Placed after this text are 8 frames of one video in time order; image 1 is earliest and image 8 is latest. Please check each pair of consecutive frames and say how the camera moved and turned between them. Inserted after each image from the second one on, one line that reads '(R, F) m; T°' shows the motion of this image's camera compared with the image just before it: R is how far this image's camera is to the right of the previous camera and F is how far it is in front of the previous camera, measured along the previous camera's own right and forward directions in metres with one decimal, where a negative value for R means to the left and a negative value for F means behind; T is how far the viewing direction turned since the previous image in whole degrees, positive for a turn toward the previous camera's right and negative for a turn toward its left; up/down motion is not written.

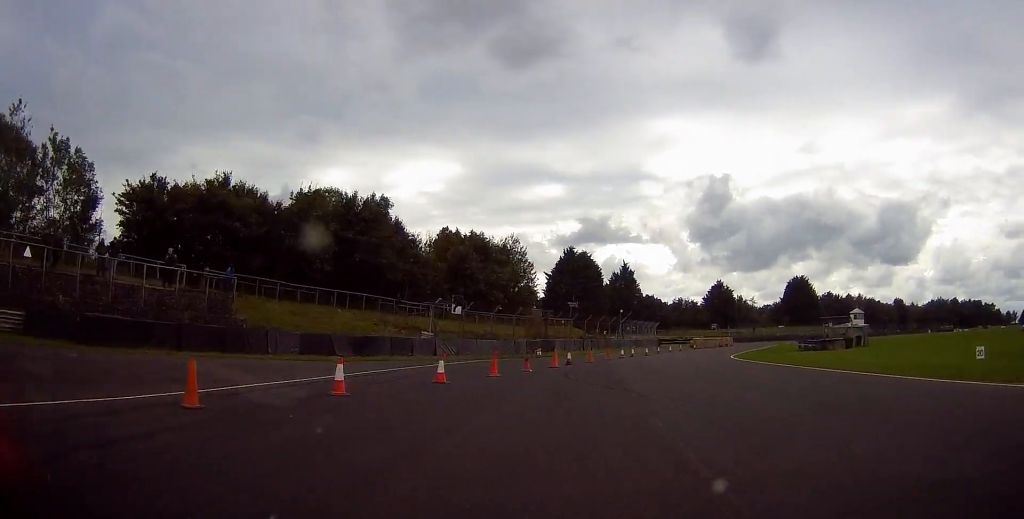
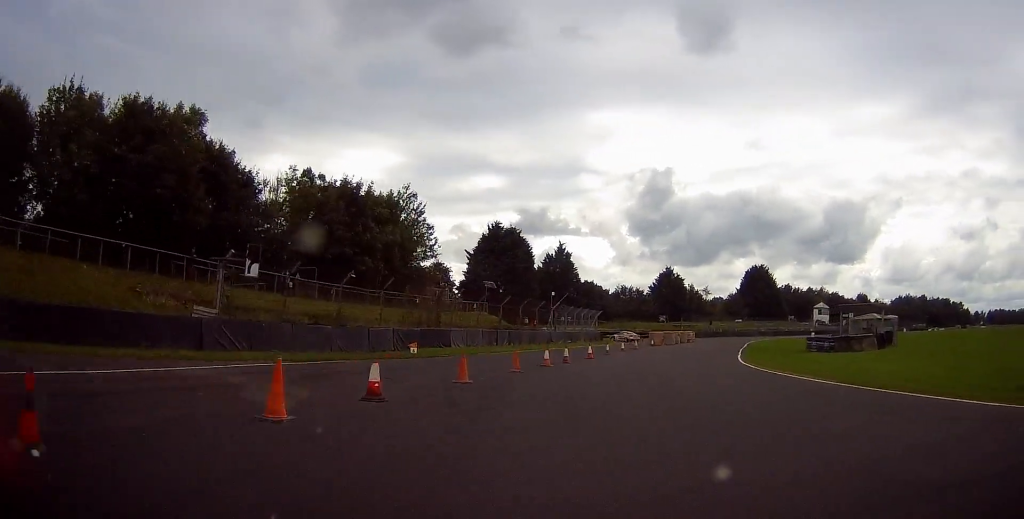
(+0.5, +20.0) m; +4°
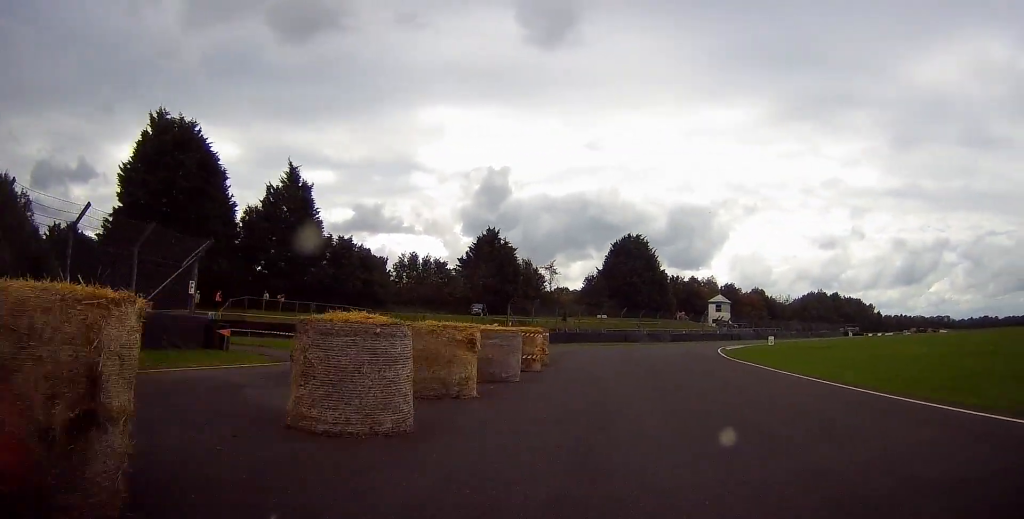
(+7.0, +57.8) m; +15°
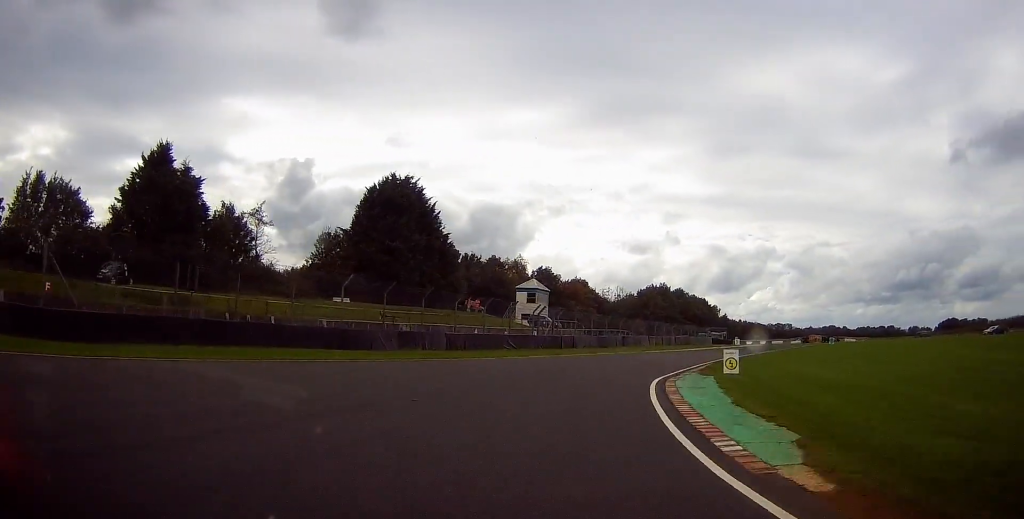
(+4.5, +41.2) m; +15°
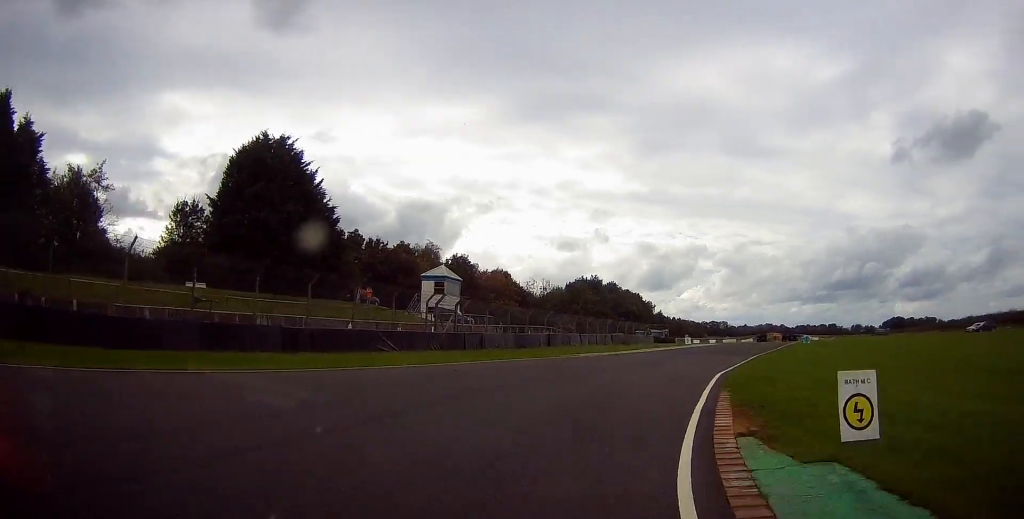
(+1.2, +14.6) m; +6°
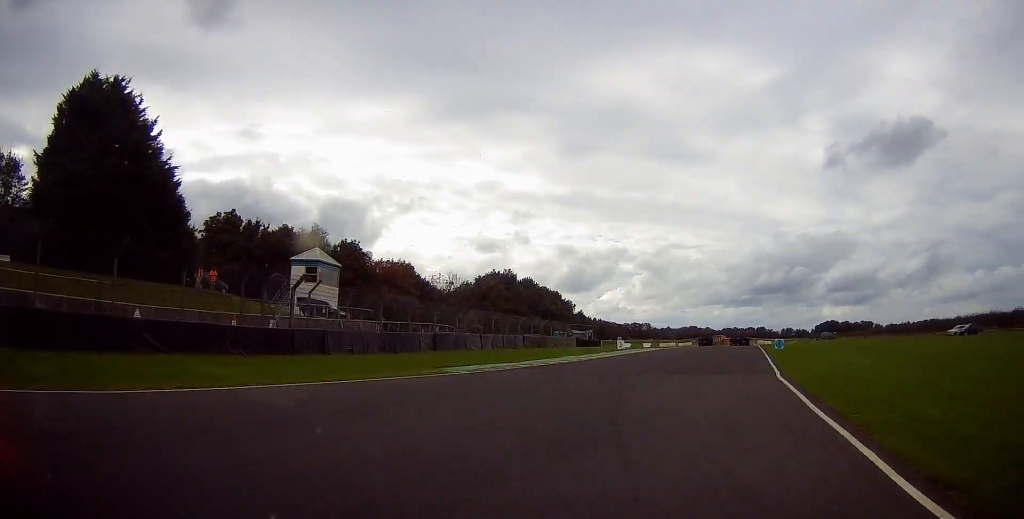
(+0.2, +15.1) m; +6°
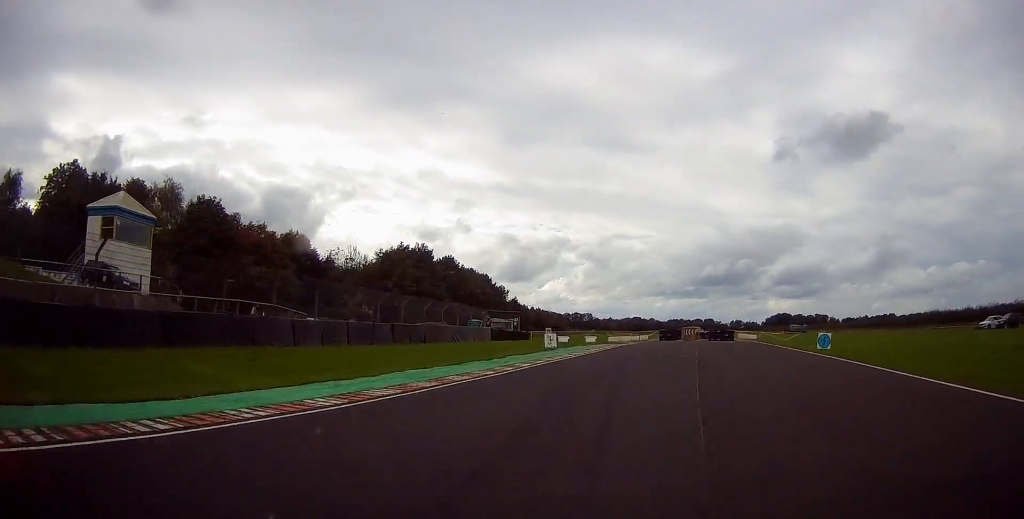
(+2.1, +21.9) m; +7°
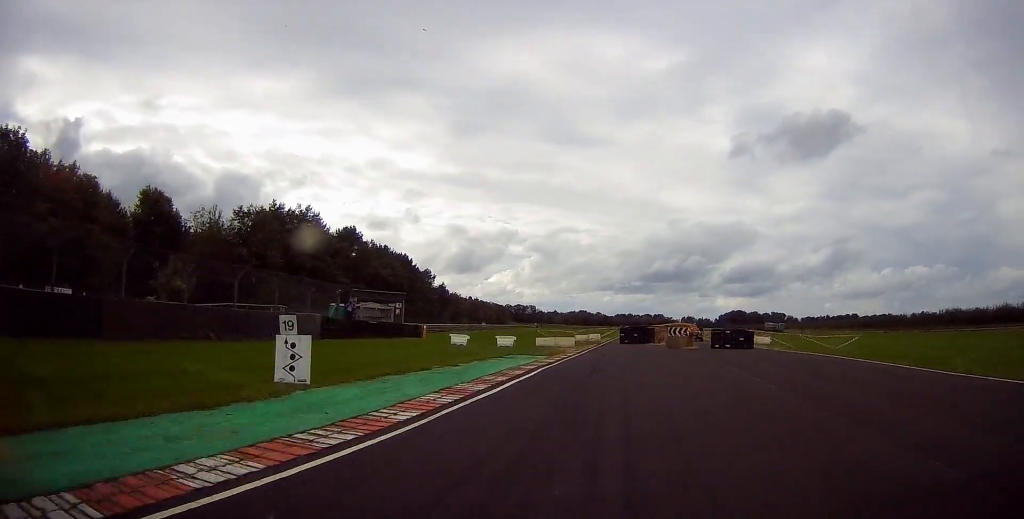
(+1.6, +25.6) m; +5°
